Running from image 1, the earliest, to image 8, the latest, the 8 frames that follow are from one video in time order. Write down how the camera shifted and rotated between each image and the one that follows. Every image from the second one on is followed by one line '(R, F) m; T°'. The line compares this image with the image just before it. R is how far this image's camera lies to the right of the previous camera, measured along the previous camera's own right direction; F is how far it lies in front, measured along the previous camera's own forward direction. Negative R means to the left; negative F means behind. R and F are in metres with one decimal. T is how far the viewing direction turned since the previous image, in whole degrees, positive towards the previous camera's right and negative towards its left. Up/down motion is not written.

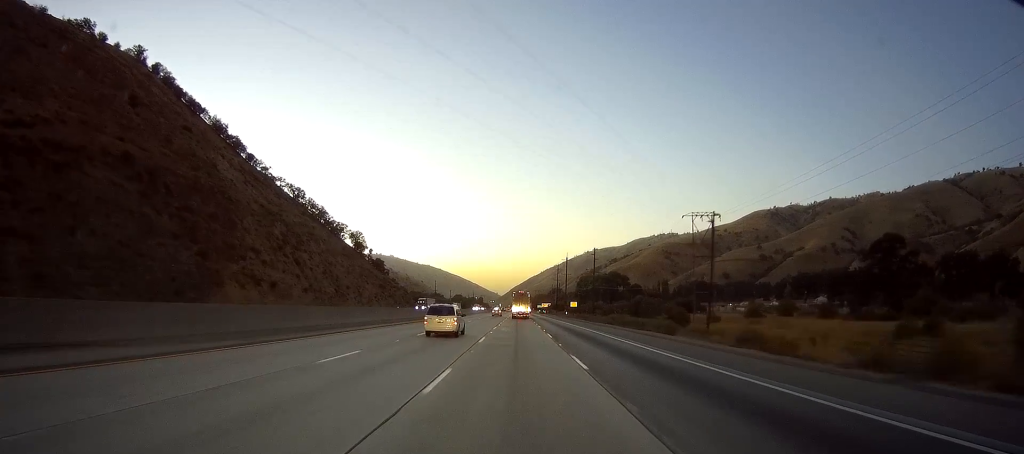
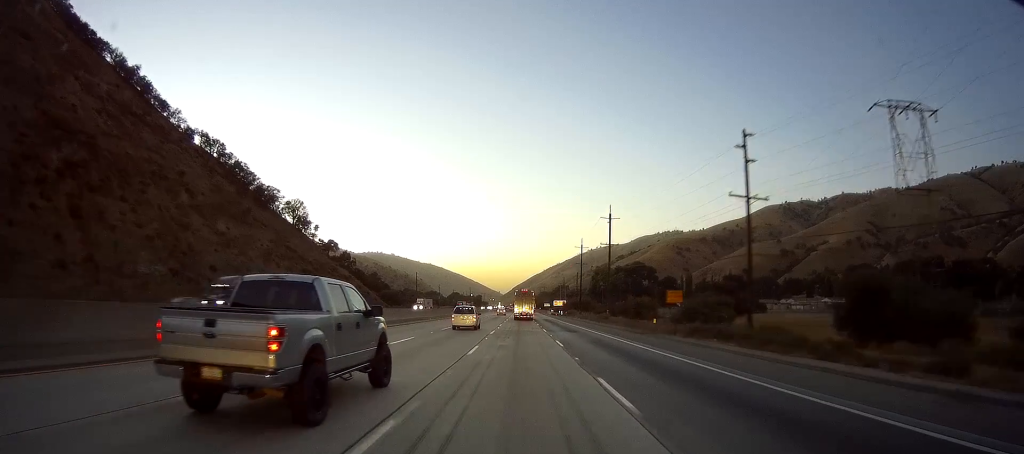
(-1.0, +65.7) m; -1°
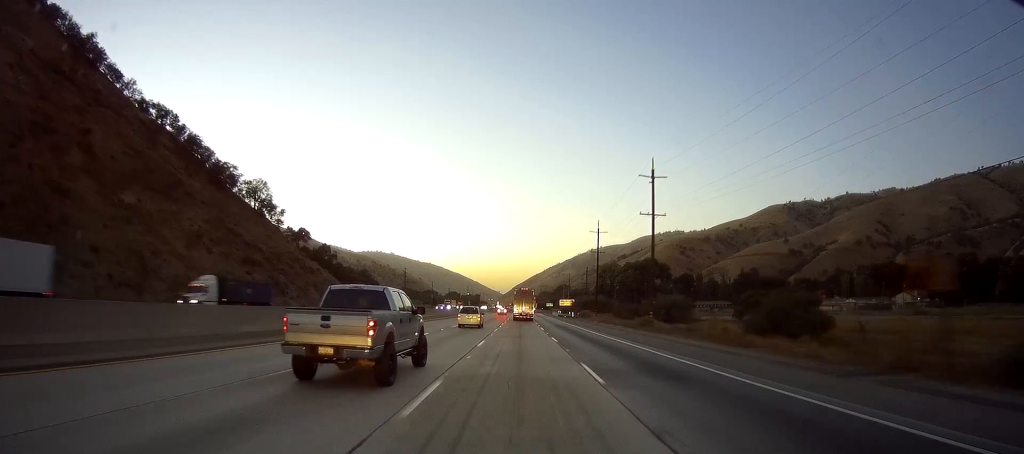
(+0.1, +25.5) m; +1°
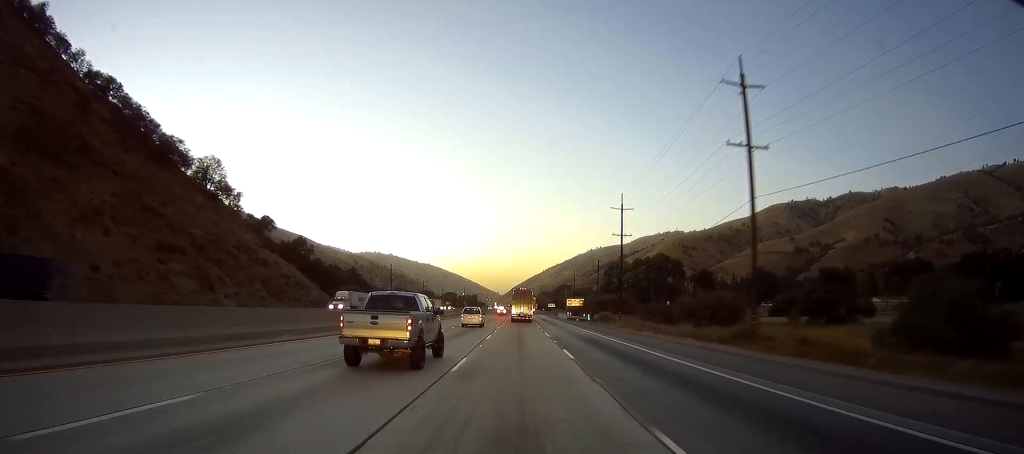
(+0.3, +23.5) m; 0°
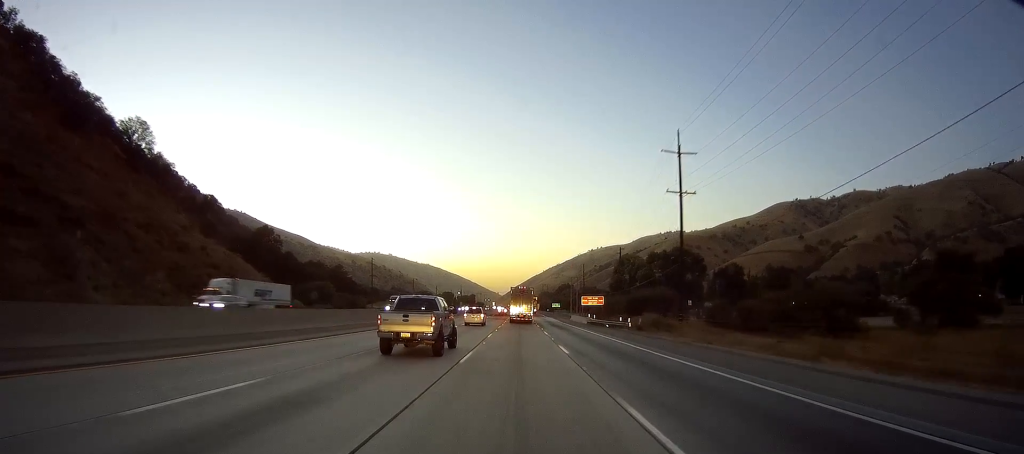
(0.0, +27.4) m; -1°
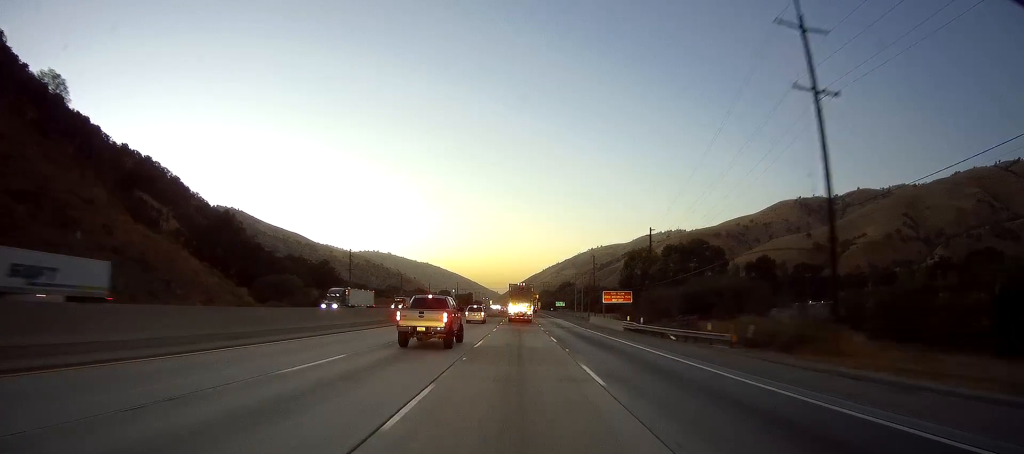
(-0.2, +23.5) m; 0°
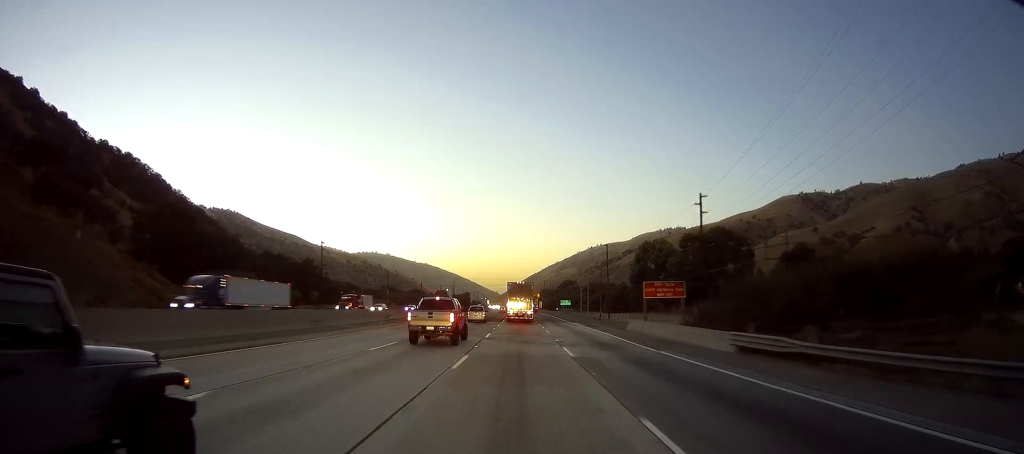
(-0.1, +22.4) m; +1°
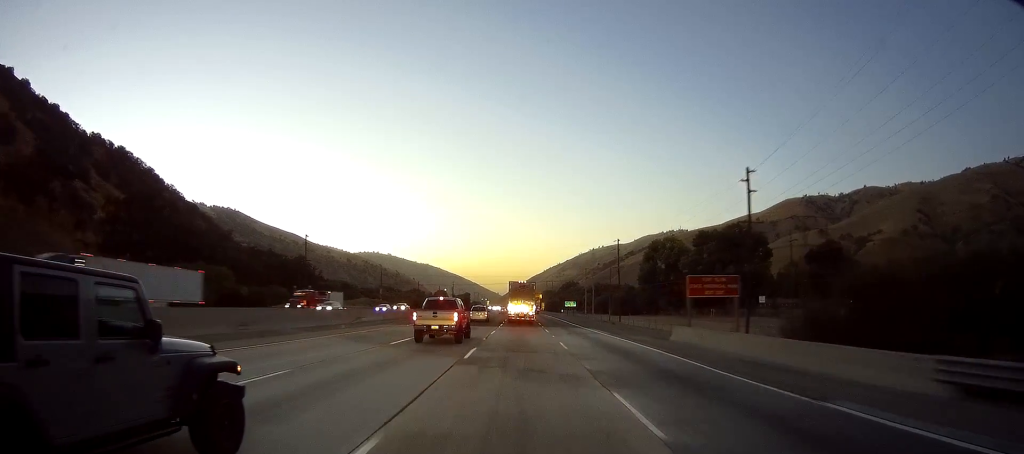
(+0.2, +11.6) m; 0°
